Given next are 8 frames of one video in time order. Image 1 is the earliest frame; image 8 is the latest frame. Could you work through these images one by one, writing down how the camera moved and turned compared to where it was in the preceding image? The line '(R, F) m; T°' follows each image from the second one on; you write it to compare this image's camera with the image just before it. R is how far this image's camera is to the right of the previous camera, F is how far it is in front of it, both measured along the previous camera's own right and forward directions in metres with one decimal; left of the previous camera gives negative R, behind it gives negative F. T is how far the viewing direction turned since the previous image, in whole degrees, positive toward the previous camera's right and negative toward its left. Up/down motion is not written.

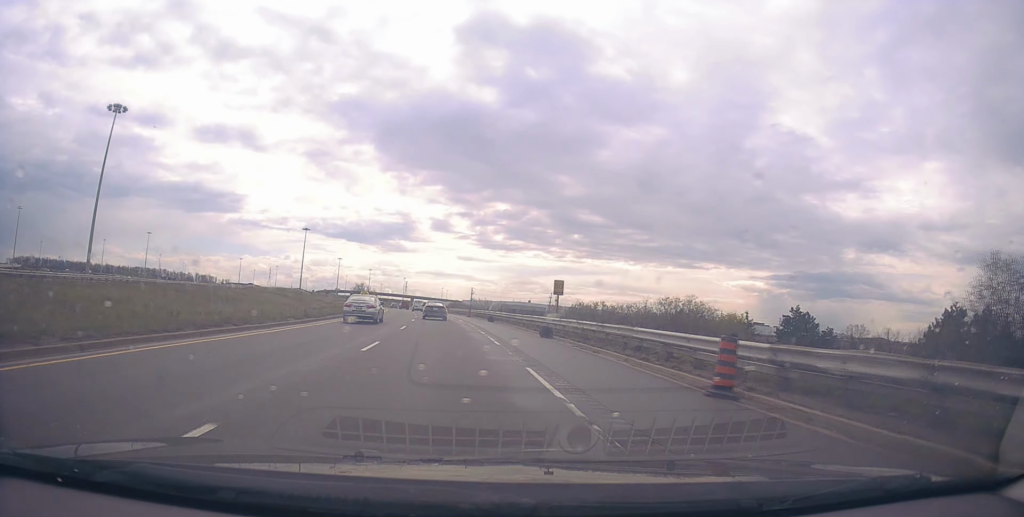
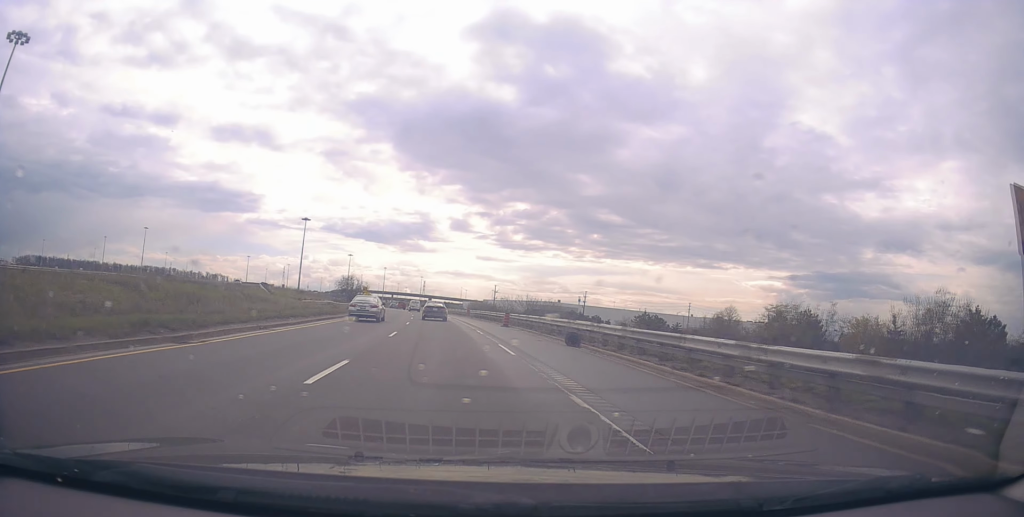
(-0.7, +29.0) m; -3°
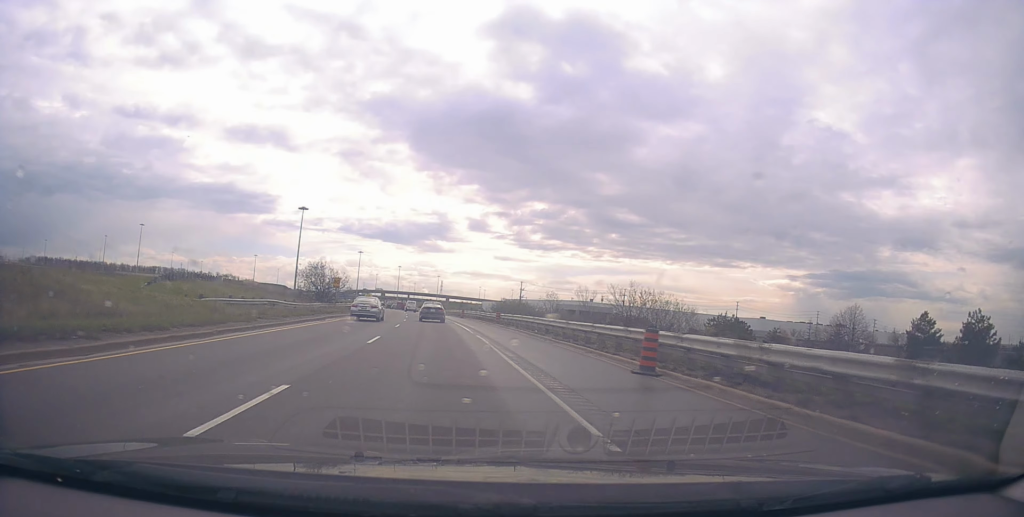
(-0.4, +27.0) m; -1°
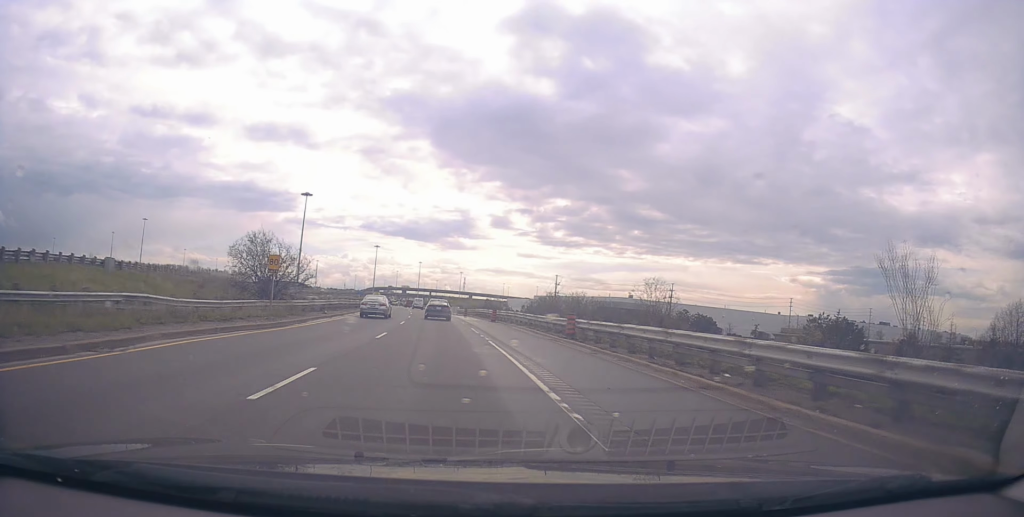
(-0.2, +21.9) m; -1°
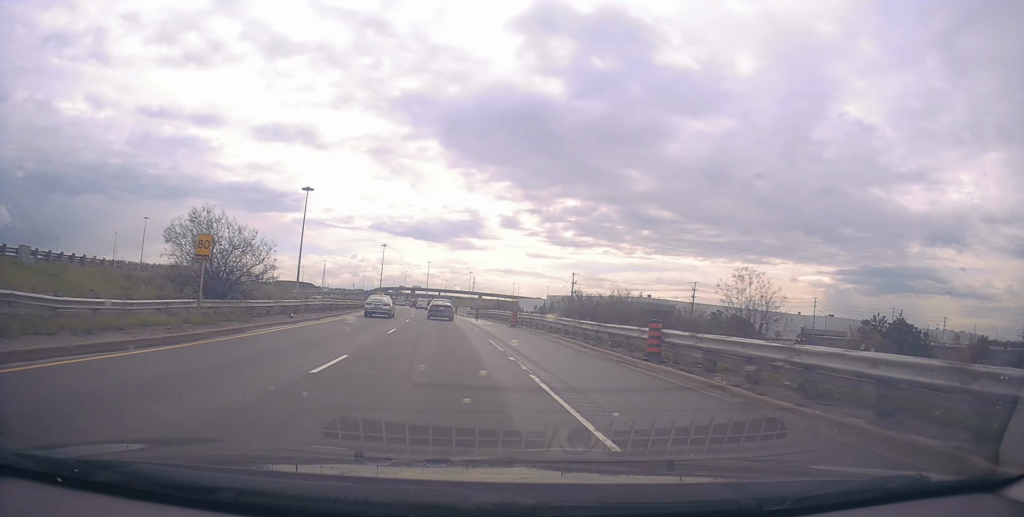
(0.0, +9.5) m; -1°
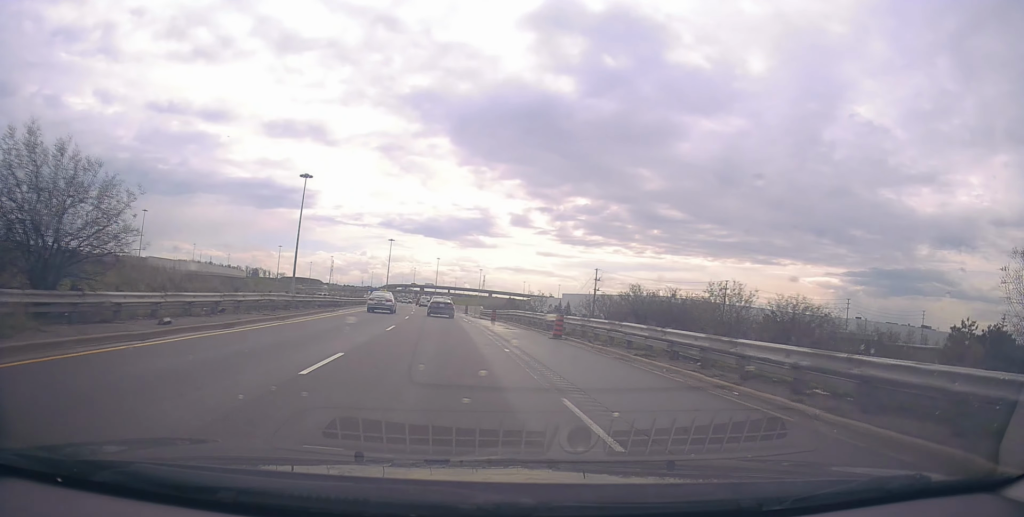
(-0.2, +12.8) m; -1°
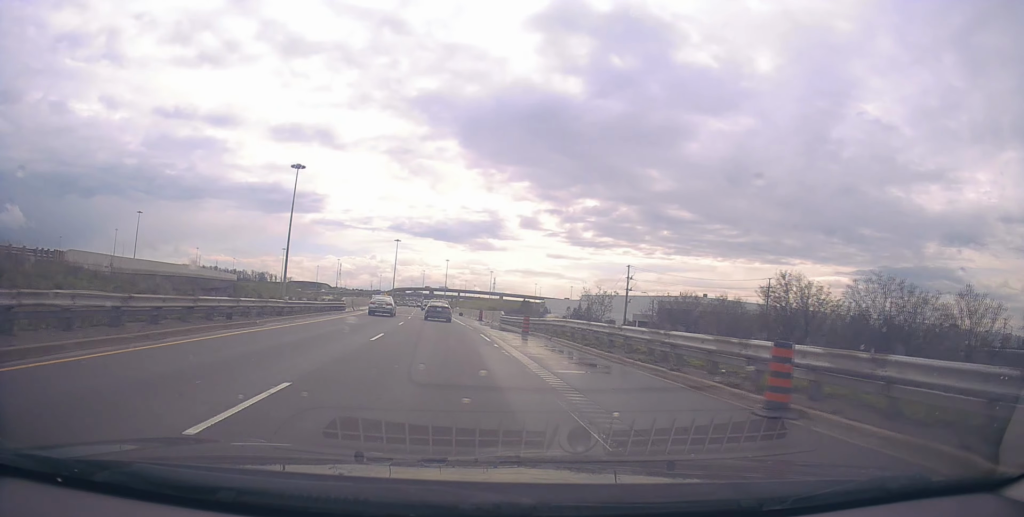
(-0.2, +15.4) m; -1°
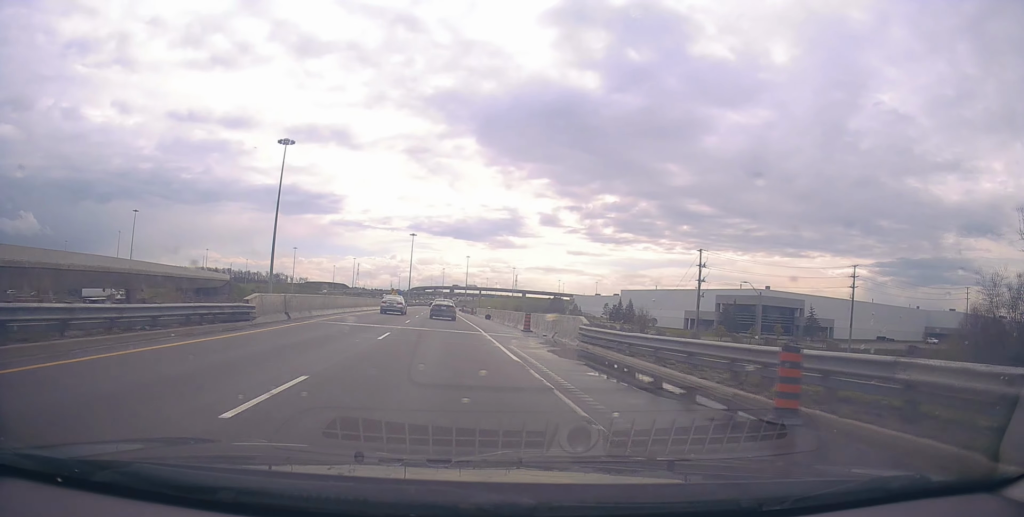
(-0.5, +23.5) m; -2°
